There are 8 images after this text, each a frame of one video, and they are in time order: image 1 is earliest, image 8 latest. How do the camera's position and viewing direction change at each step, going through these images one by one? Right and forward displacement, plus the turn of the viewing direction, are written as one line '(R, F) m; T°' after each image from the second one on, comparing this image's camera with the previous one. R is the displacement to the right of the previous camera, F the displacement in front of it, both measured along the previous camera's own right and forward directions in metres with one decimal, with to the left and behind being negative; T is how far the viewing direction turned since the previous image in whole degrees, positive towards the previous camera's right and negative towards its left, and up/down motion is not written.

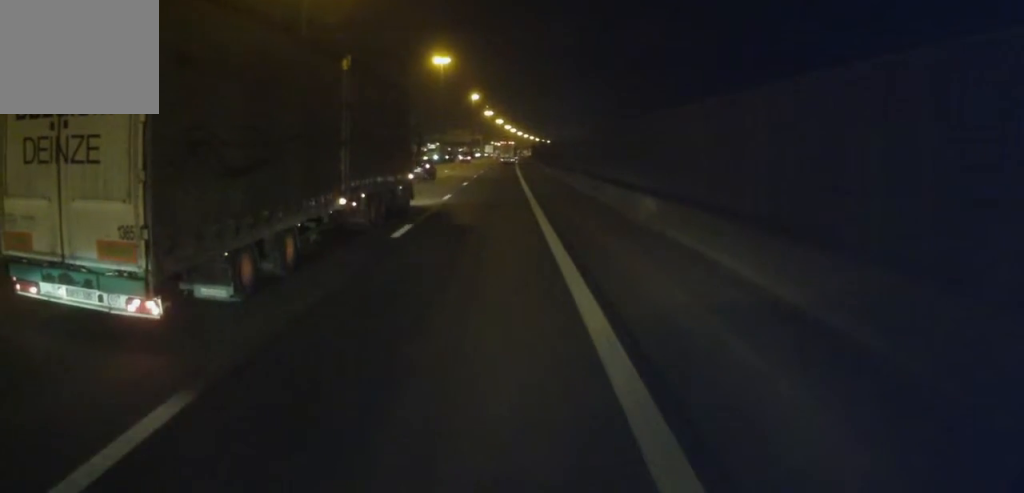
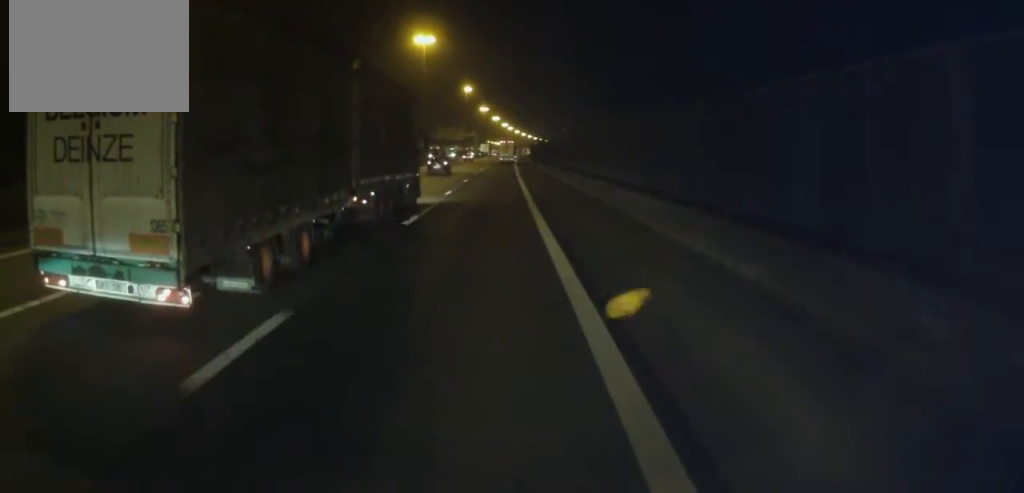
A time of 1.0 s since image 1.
(-0.1, +22.7) m; 0°
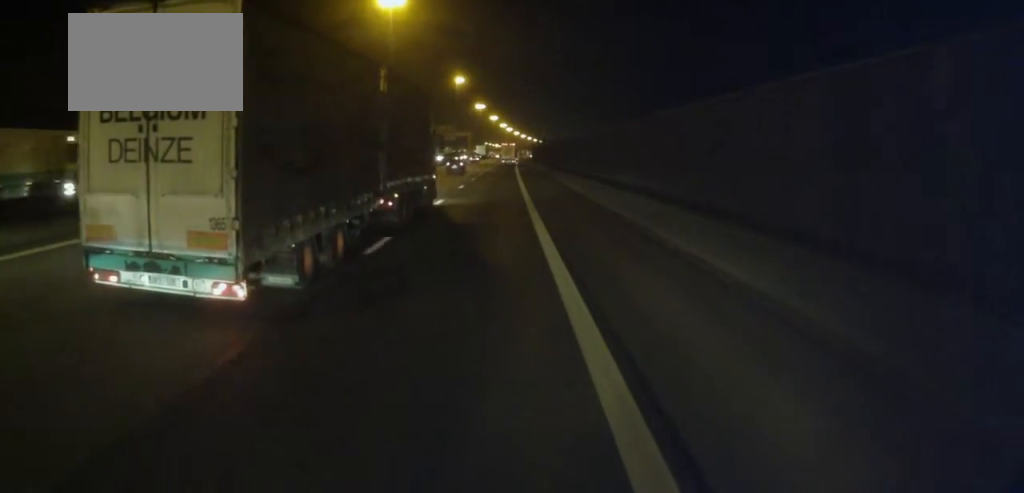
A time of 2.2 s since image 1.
(+0.2, +29.8) m; 0°
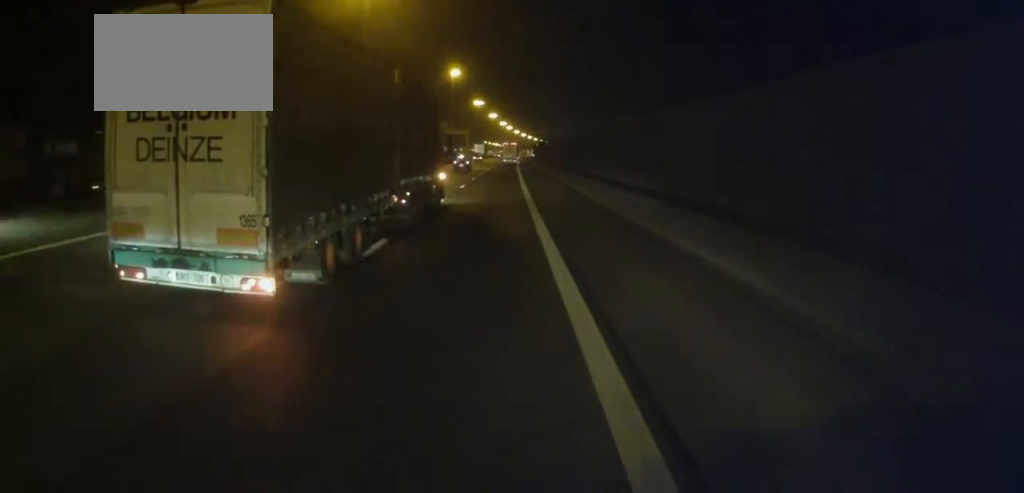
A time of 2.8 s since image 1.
(-0.1, +13.4) m; 0°
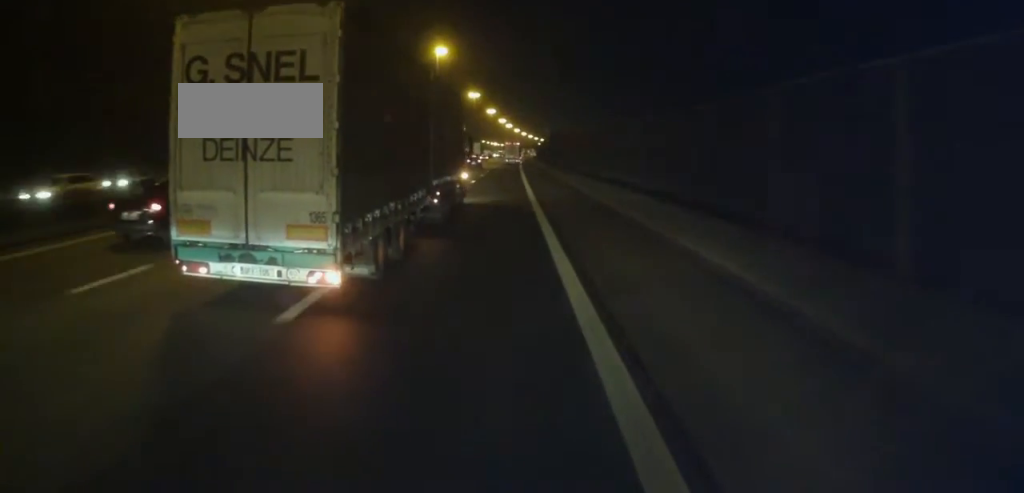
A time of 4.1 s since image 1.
(+0.1, +30.7) m; 0°
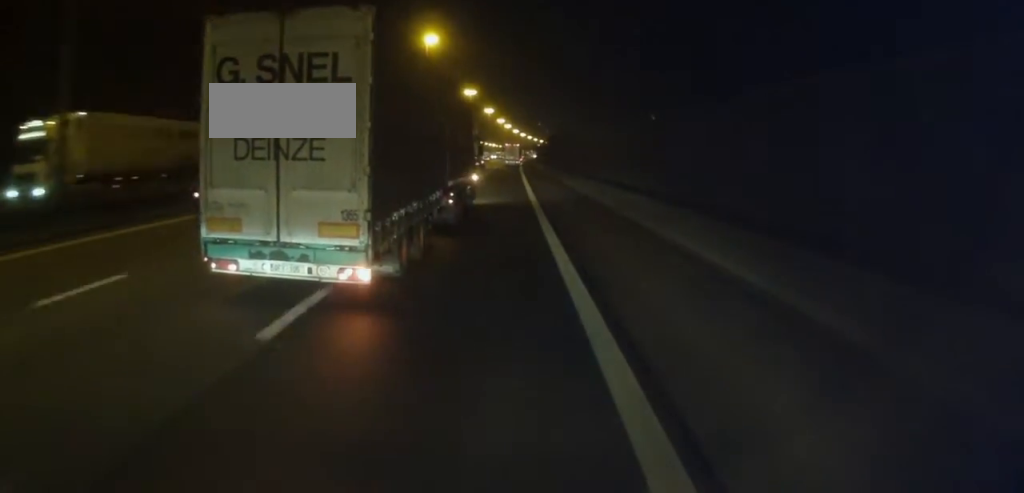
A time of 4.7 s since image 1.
(0.0, +13.3) m; 0°
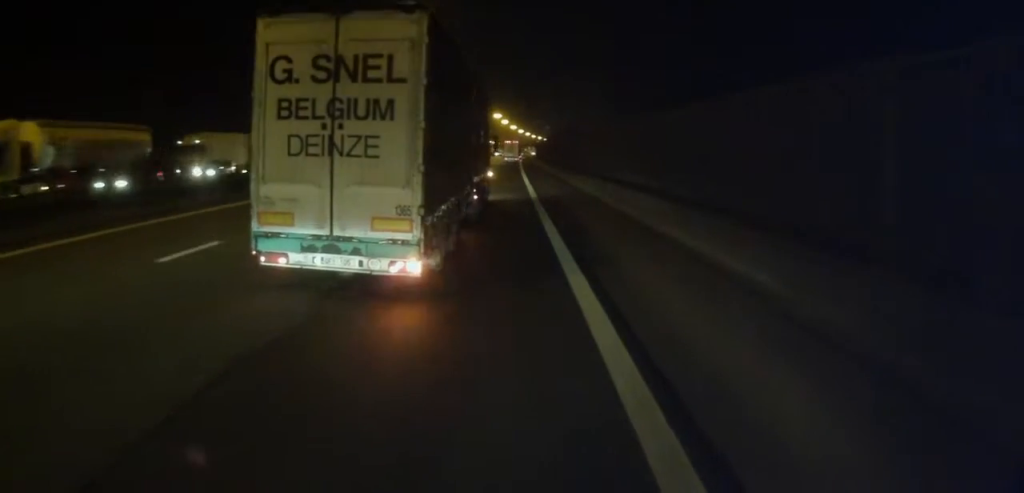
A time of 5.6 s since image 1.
(0.0, +21.2) m; 0°
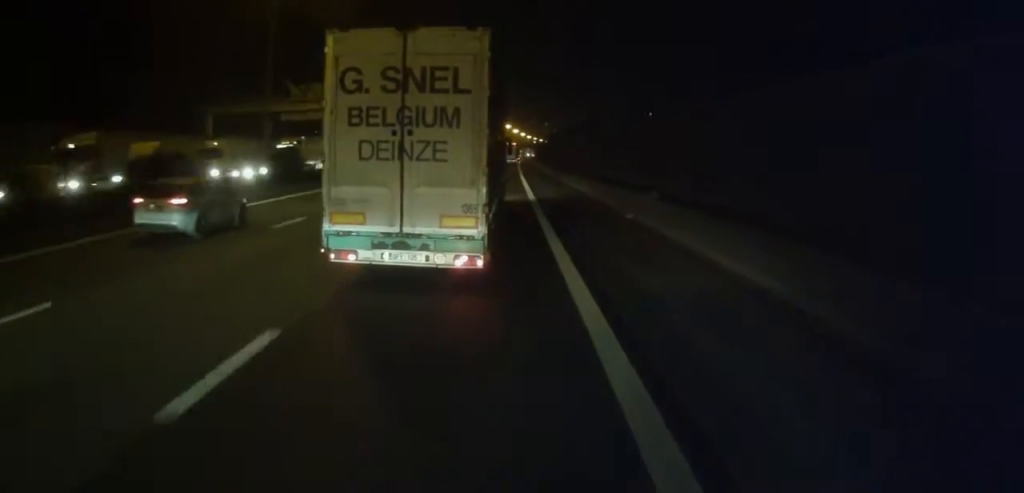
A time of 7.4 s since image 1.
(+0.3, +43.2) m; 0°
